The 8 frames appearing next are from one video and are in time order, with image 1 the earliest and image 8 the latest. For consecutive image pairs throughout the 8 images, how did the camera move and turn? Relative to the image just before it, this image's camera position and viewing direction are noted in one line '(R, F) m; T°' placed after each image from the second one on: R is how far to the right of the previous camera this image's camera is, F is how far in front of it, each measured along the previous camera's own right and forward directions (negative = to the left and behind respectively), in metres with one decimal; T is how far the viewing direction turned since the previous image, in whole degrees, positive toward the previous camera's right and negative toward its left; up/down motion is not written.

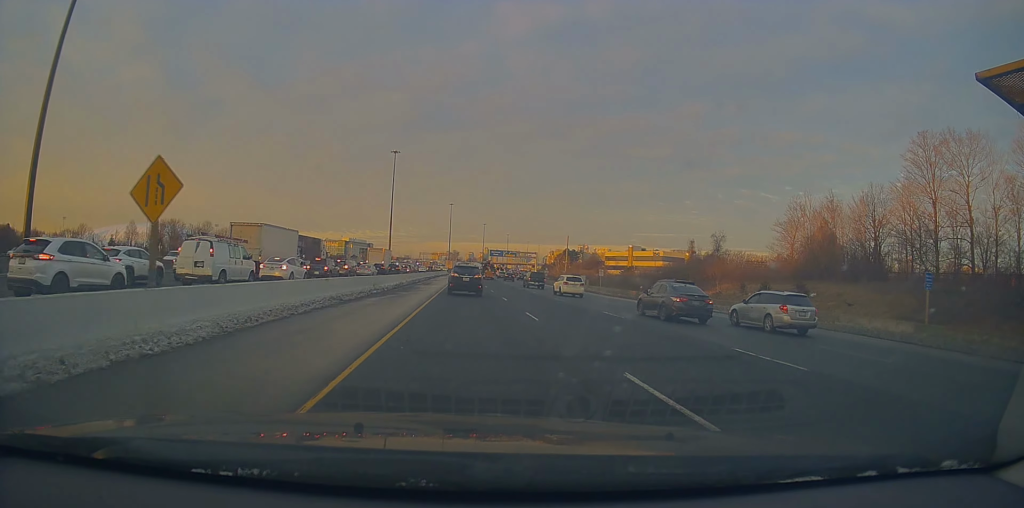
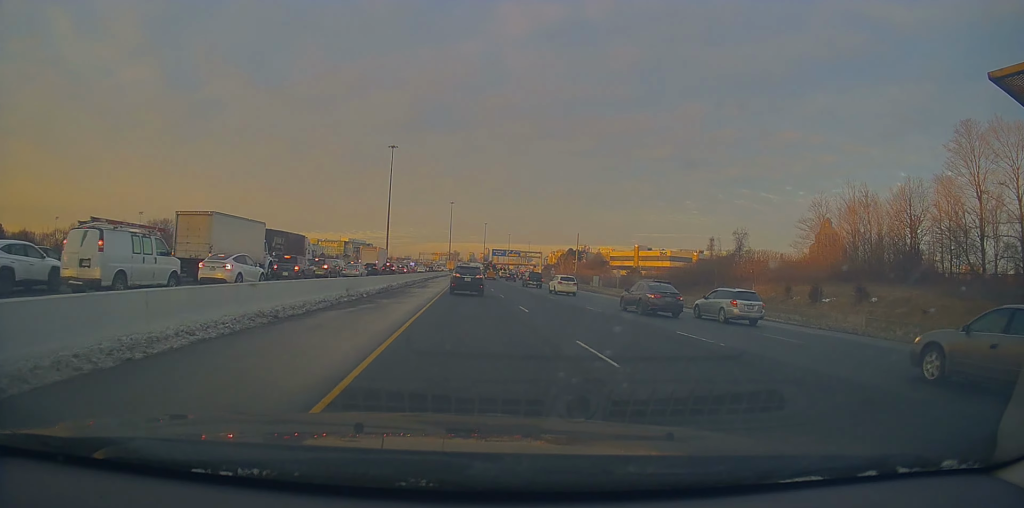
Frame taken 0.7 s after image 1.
(+0.4, +8.2) m; 0°
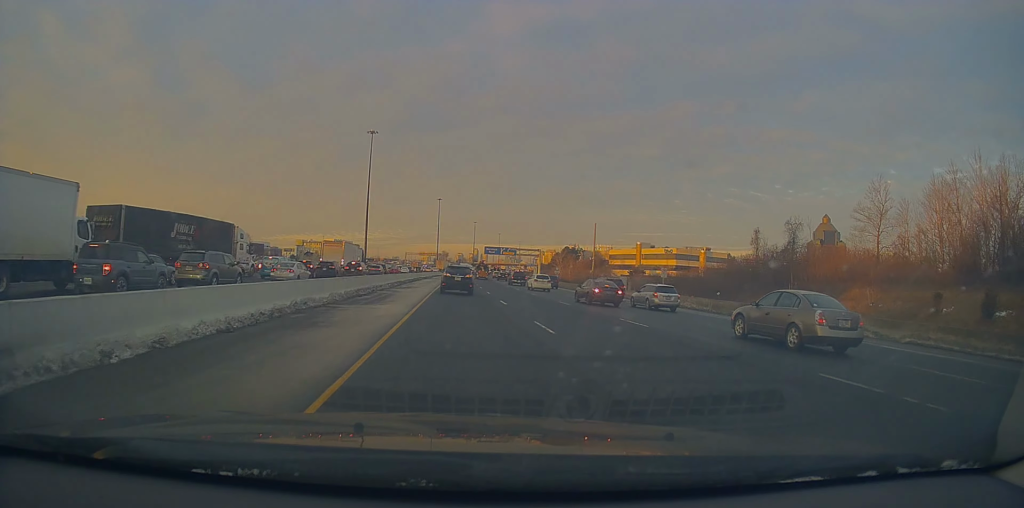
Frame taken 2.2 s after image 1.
(-0.8, +19.2) m; -2°
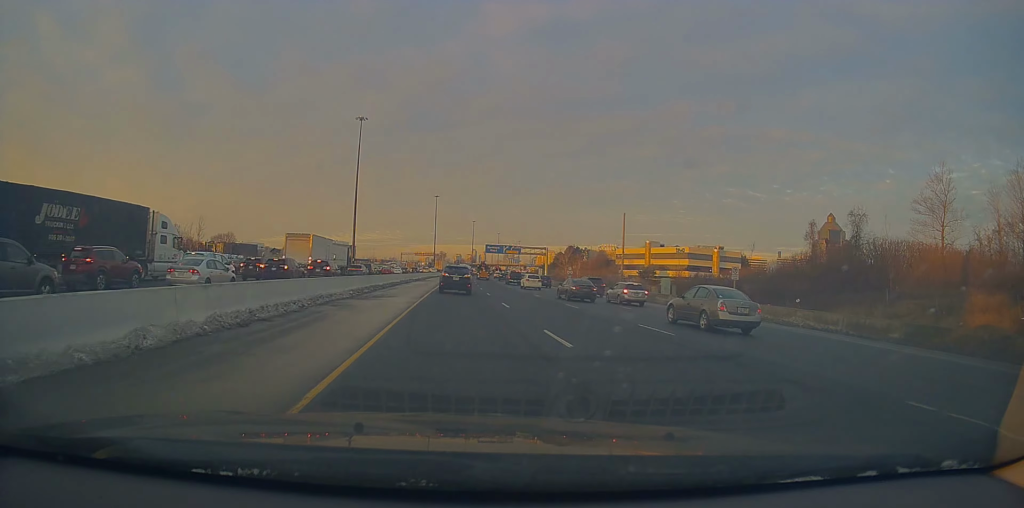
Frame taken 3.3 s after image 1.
(+0.3, +14.3) m; +1°
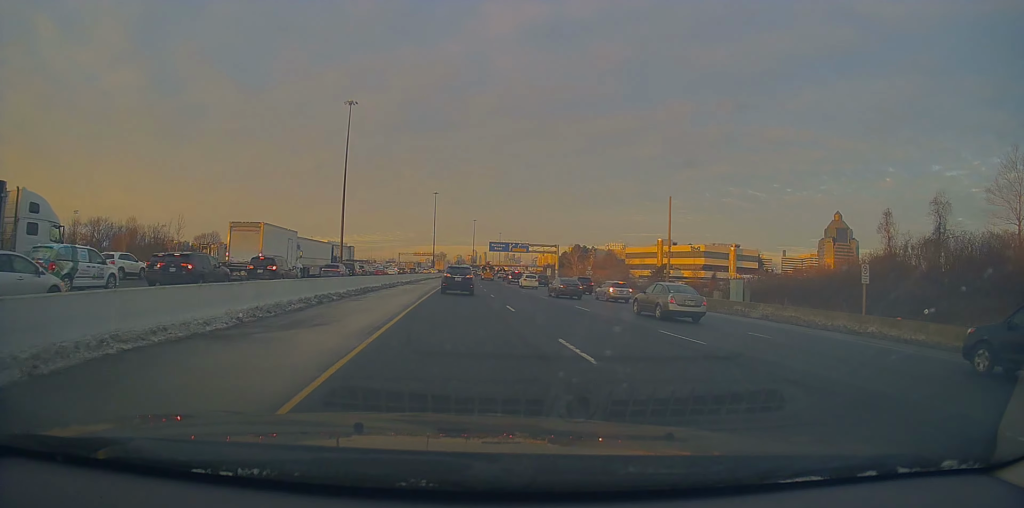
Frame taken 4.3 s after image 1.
(0.0, +13.8) m; 0°
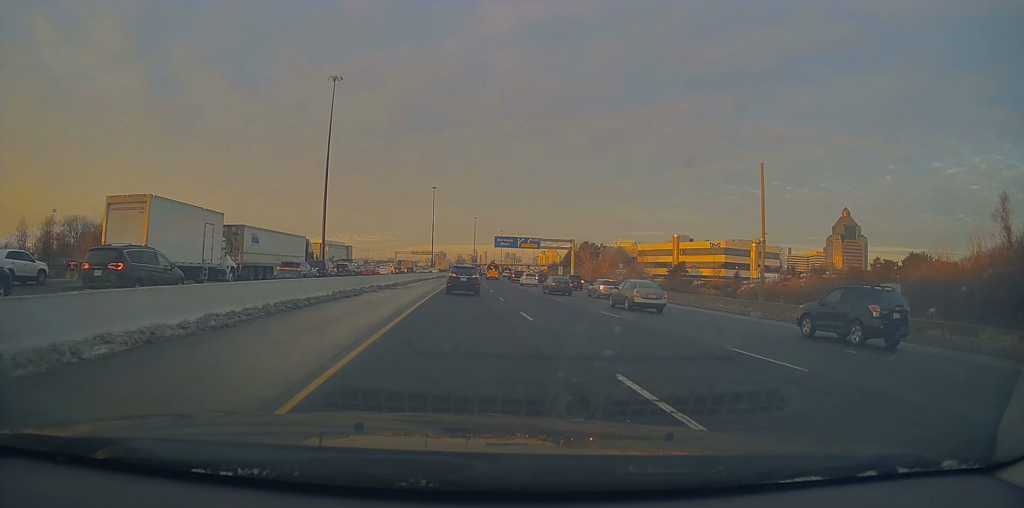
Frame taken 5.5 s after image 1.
(+0.1, +16.4) m; +1°
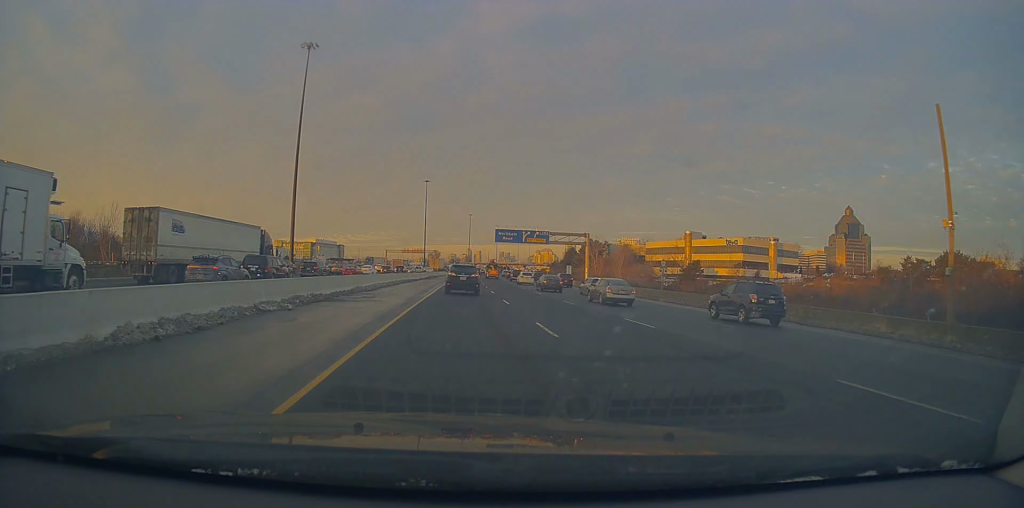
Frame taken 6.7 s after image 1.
(0.0, +16.4) m; -1°
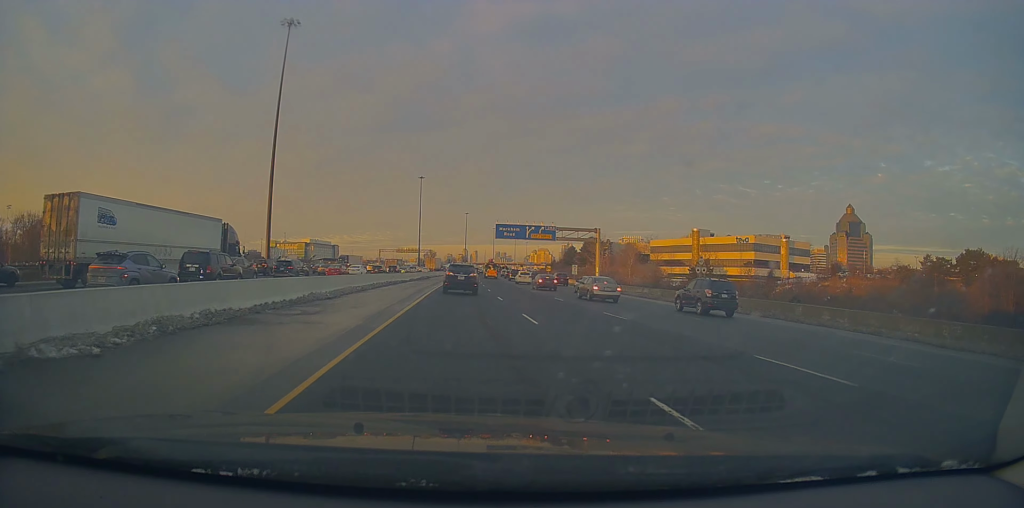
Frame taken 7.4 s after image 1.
(-0.1, +9.5) m; 0°
